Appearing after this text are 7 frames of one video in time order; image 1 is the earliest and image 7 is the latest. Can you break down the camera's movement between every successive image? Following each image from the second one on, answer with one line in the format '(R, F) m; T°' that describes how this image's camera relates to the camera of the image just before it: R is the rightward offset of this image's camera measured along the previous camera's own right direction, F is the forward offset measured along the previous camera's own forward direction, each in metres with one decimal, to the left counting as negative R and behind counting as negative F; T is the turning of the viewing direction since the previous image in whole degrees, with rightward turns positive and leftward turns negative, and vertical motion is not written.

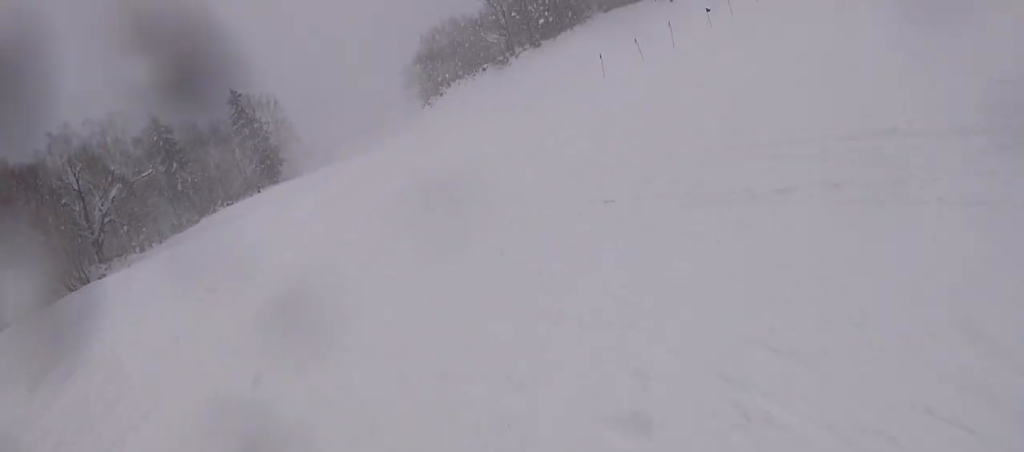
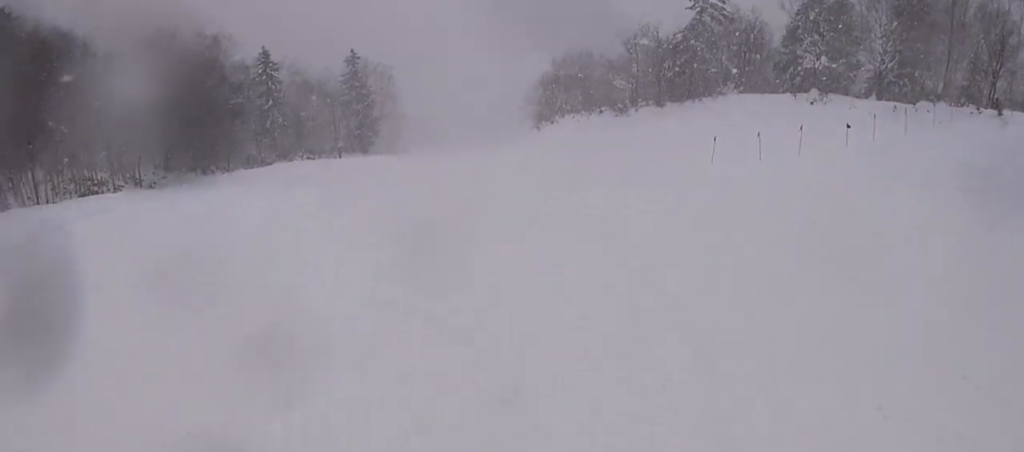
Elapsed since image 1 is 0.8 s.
(+0.3, +4.5) m; +2°
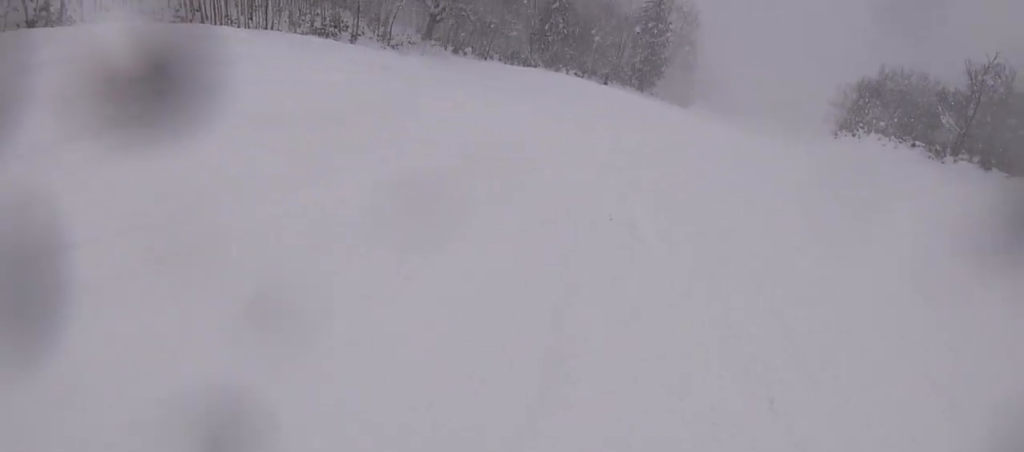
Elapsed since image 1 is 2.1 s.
(-1.7, +6.6) m; -43°
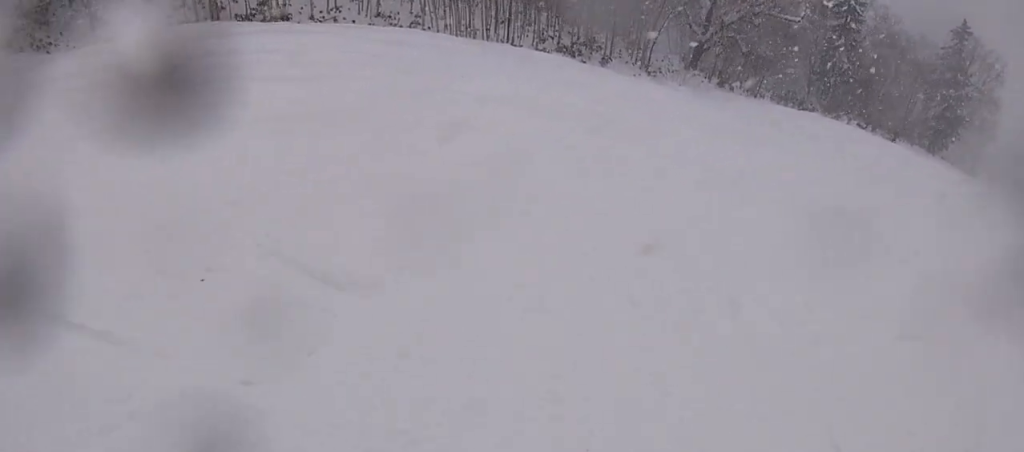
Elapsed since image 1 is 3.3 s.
(-2.5, +5.9) m; -17°
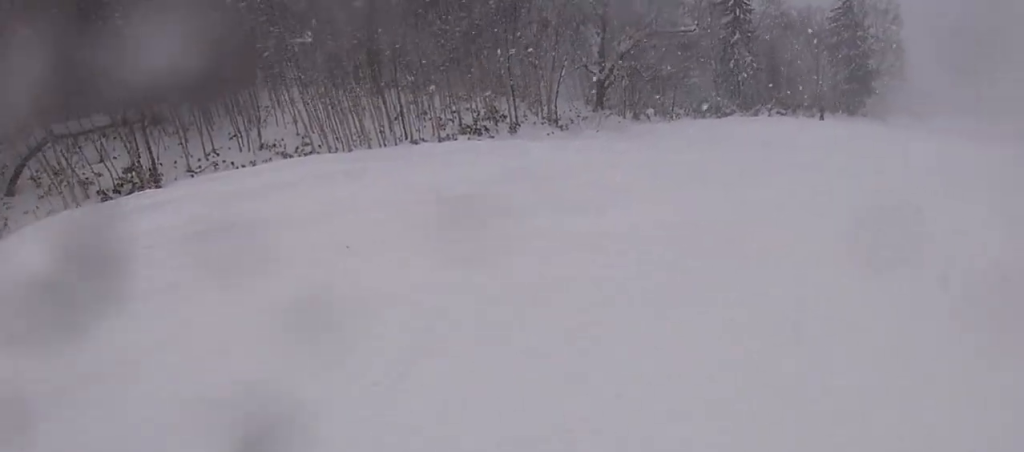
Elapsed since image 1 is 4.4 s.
(+0.8, +5.1) m; +21°
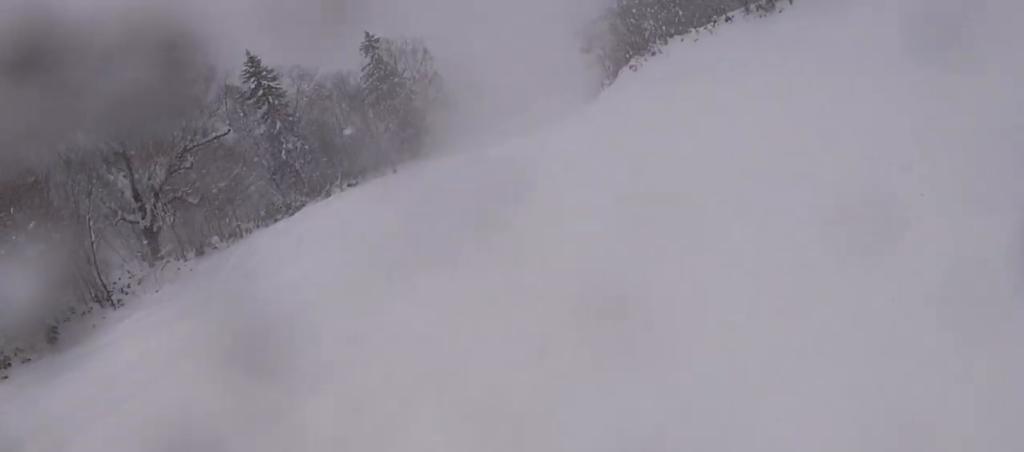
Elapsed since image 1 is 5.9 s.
(+1.9, +7.8) m; +25°
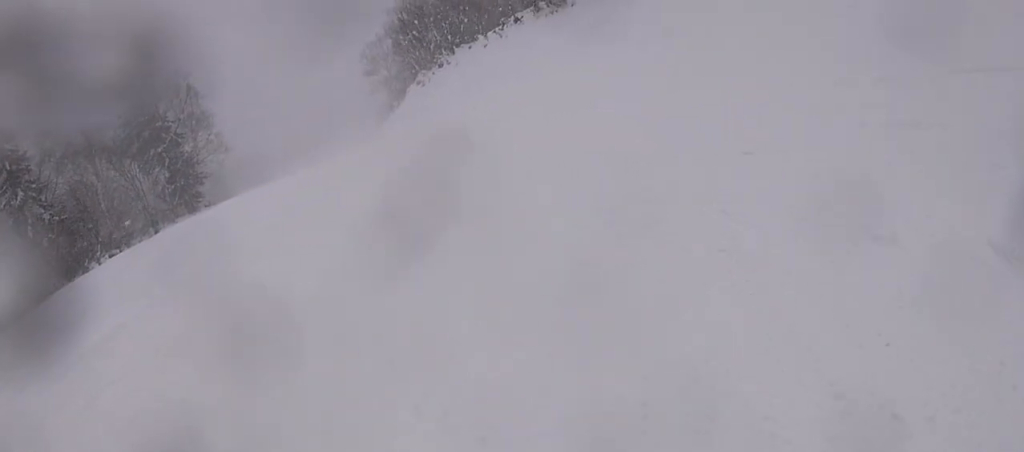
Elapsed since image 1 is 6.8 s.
(+0.7, +5.3) m; +12°
